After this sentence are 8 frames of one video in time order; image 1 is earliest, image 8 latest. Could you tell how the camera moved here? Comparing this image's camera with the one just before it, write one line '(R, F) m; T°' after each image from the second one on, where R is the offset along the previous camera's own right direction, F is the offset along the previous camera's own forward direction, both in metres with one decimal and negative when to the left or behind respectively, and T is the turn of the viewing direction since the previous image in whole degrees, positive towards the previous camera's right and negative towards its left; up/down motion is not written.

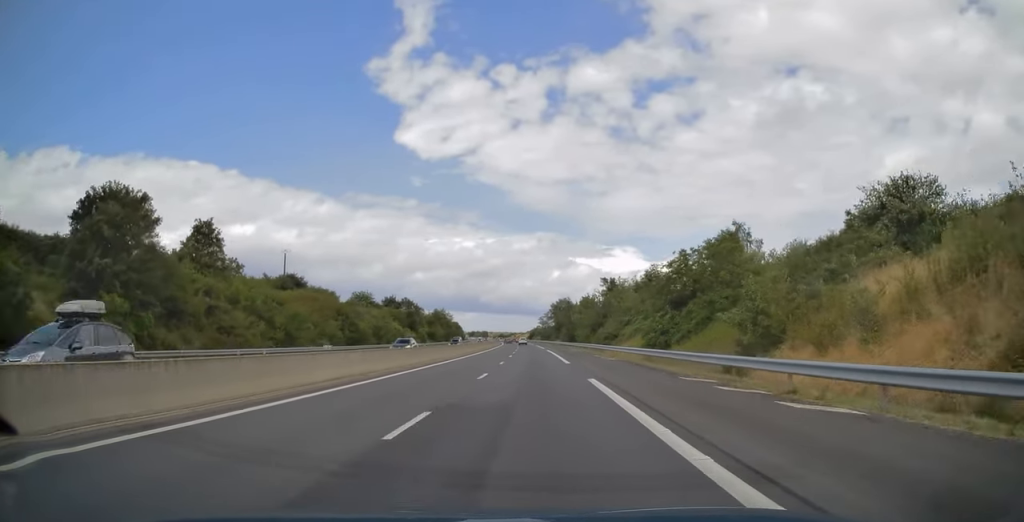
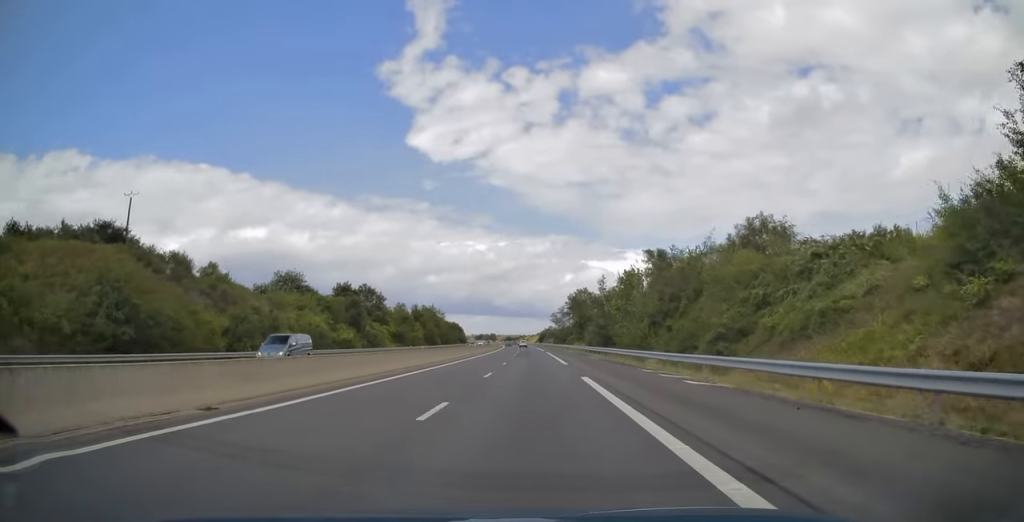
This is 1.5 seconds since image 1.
(-0.4, +49.4) m; -1°
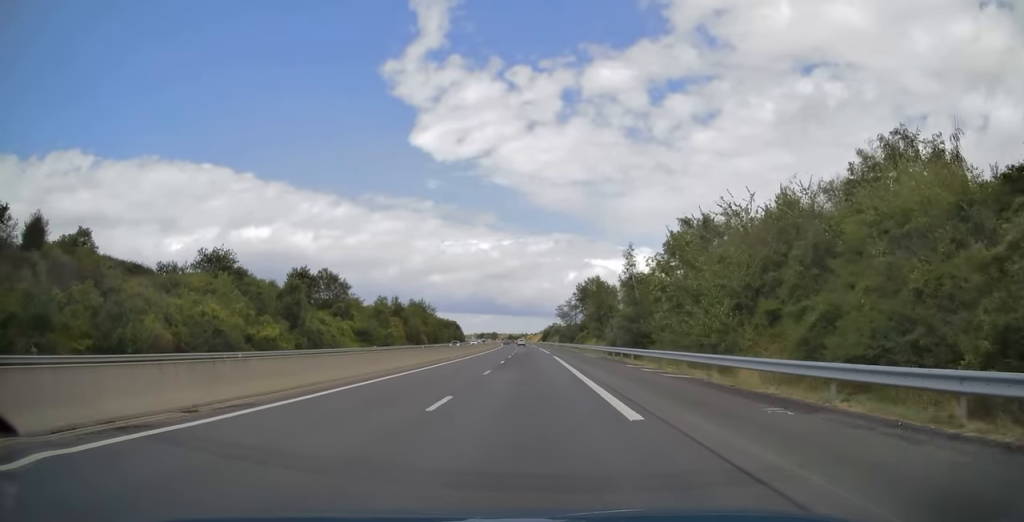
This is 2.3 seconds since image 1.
(-0.1, +24.7) m; 0°
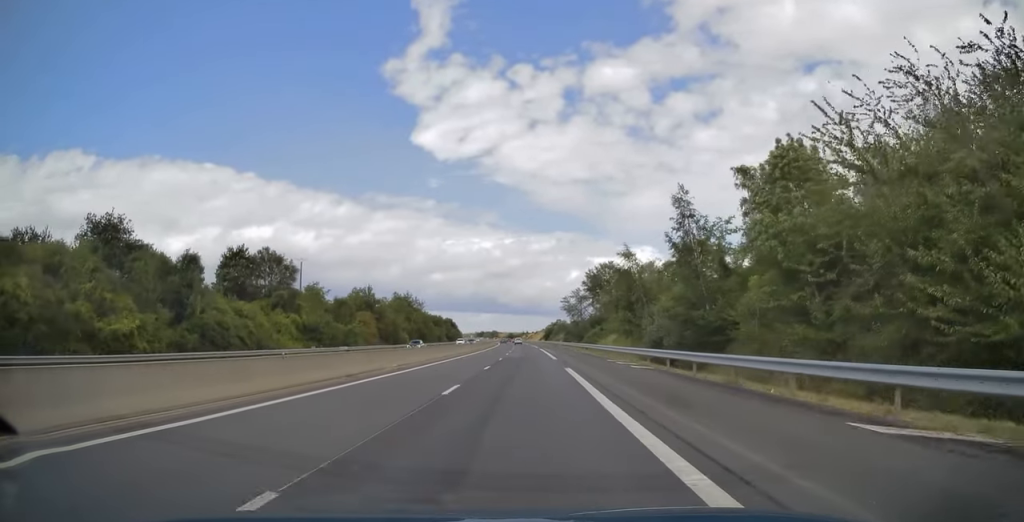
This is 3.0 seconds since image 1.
(-0.1, +22.6) m; 0°
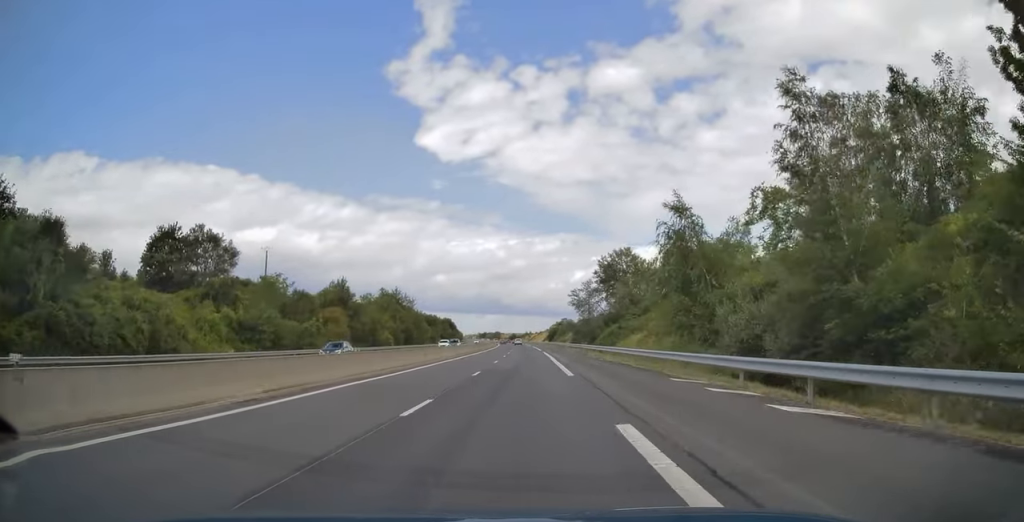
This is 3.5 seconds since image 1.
(0.0, +17.2) m; 0°
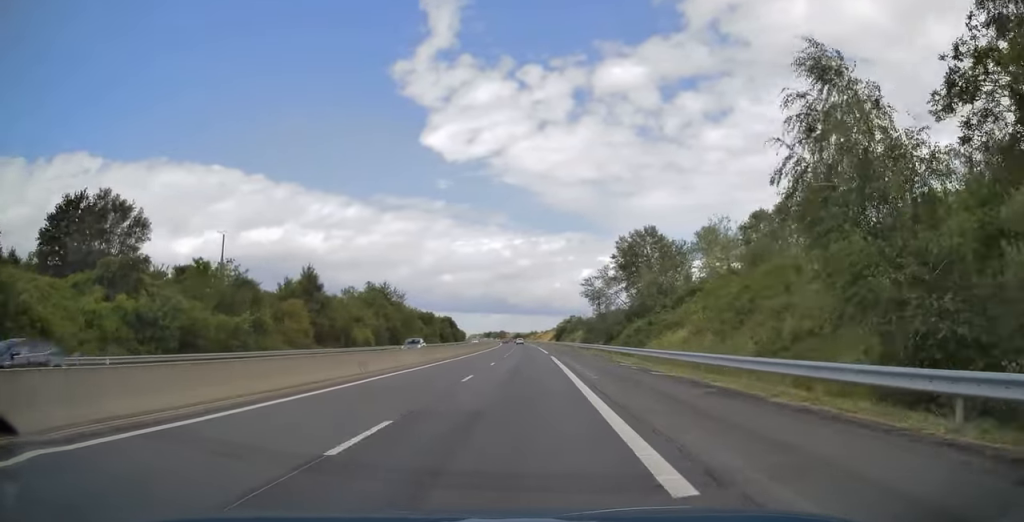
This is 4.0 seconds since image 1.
(-0.1, +16.6) m; 0°
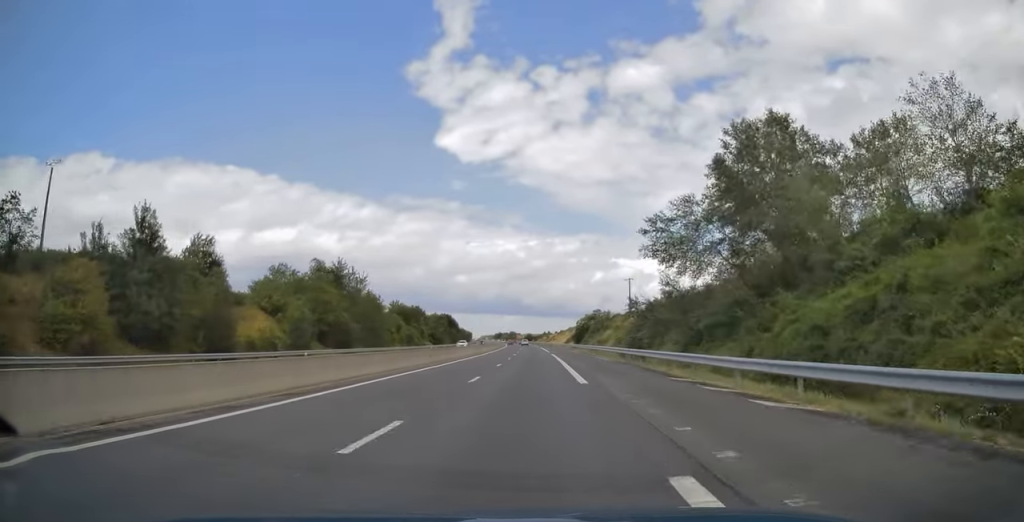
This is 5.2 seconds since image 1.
(-0.2, +38.7) m; -1°
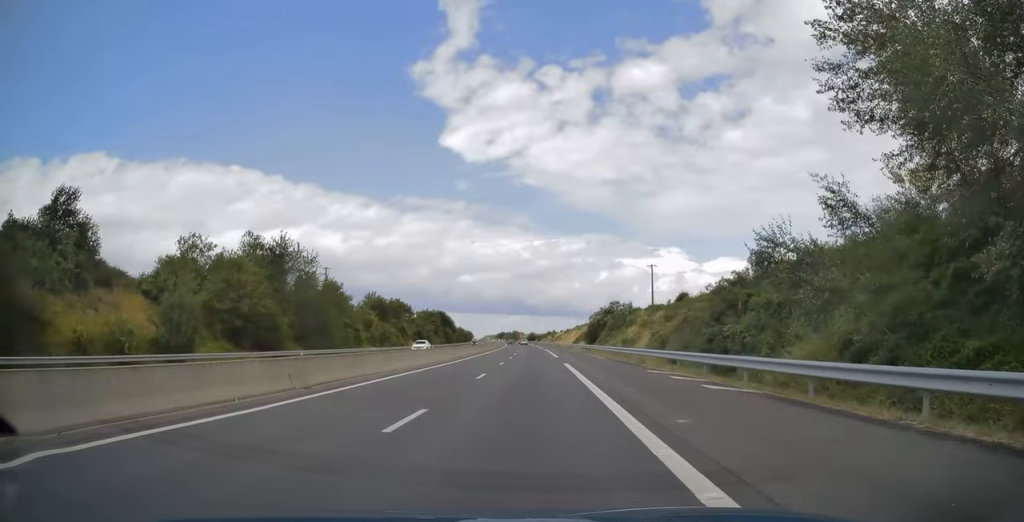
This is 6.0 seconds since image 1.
(-0.2, +24.2) m; -1°
